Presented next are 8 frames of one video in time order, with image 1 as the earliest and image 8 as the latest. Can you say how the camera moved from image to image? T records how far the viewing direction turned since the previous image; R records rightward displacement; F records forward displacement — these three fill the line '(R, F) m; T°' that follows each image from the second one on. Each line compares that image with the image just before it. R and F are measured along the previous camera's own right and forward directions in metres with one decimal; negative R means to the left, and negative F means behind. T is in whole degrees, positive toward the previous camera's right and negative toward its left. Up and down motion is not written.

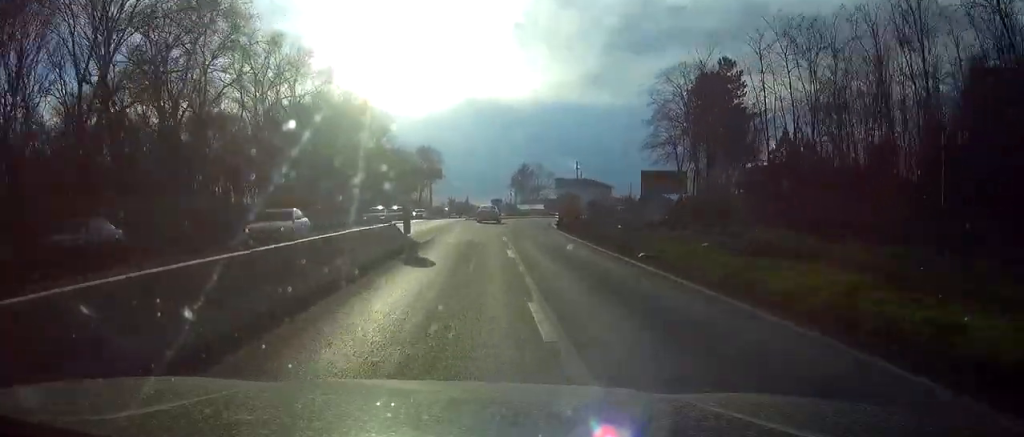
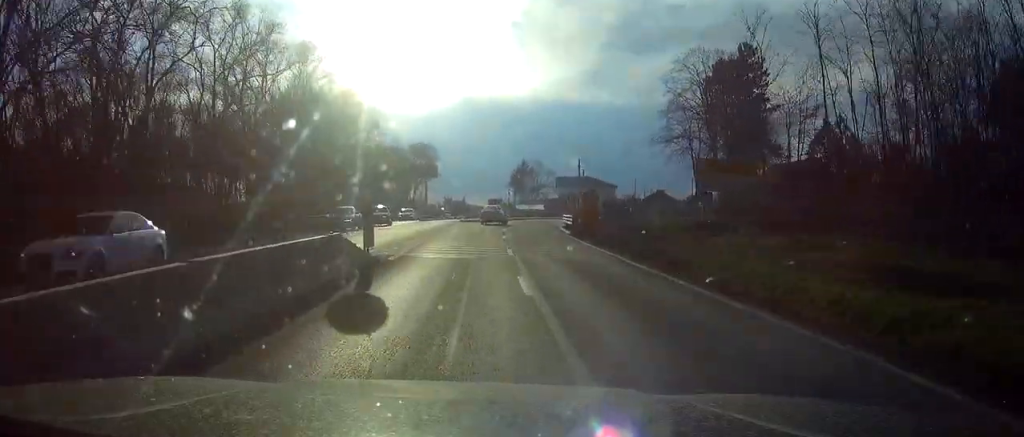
(0.0, +8.3) m; 0°
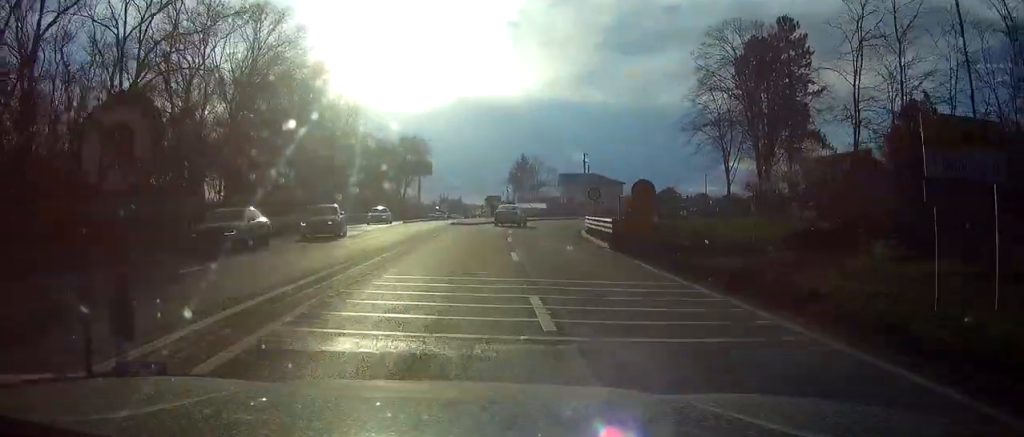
(+0.1, +12.2) m; 0°
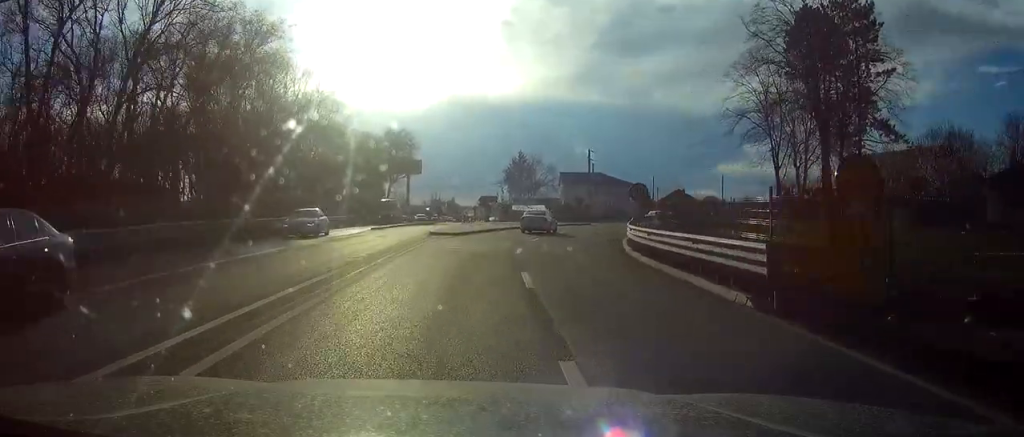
(0.0, +14.5) m; +1°
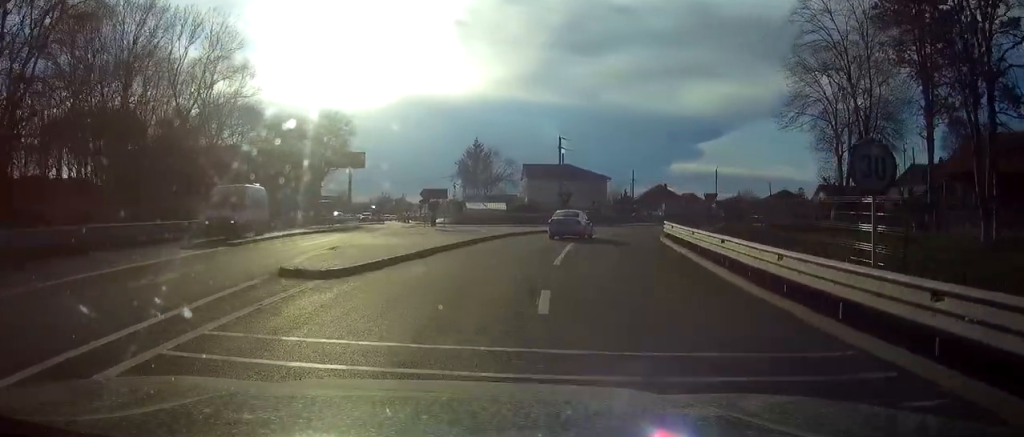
(+0.2, +21.4) m; +3°
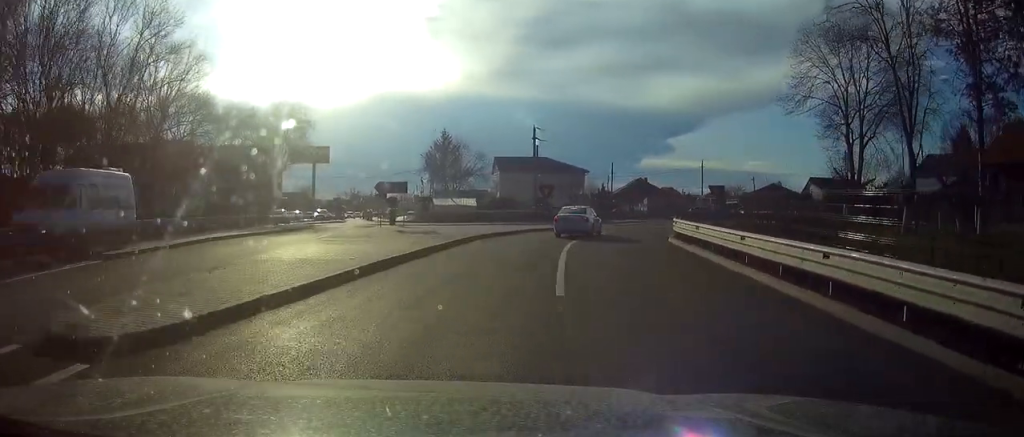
(+0.2, +7.5) m; +2°
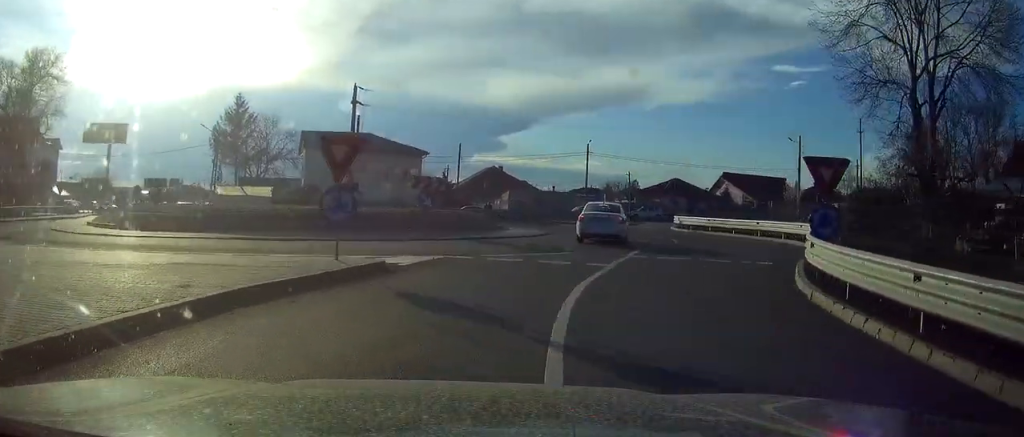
(+3.1, +28.9) m; +14°
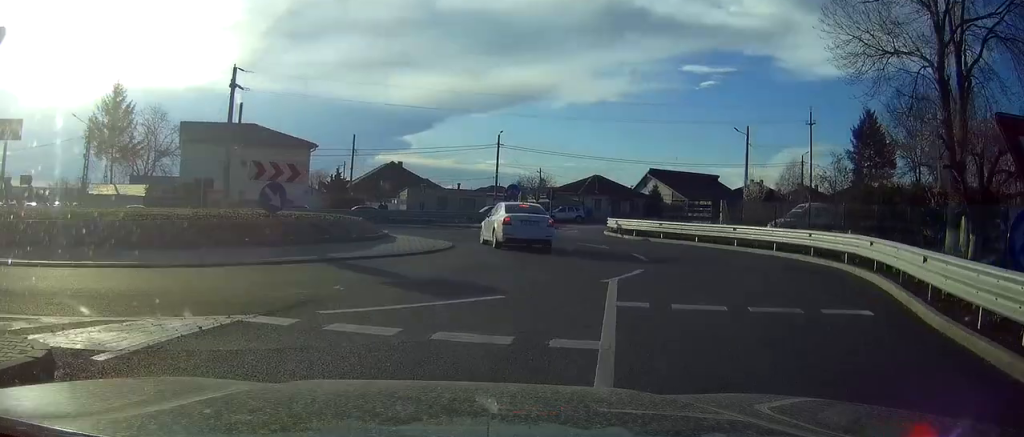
(+0.5, +9.3) m; +6°
